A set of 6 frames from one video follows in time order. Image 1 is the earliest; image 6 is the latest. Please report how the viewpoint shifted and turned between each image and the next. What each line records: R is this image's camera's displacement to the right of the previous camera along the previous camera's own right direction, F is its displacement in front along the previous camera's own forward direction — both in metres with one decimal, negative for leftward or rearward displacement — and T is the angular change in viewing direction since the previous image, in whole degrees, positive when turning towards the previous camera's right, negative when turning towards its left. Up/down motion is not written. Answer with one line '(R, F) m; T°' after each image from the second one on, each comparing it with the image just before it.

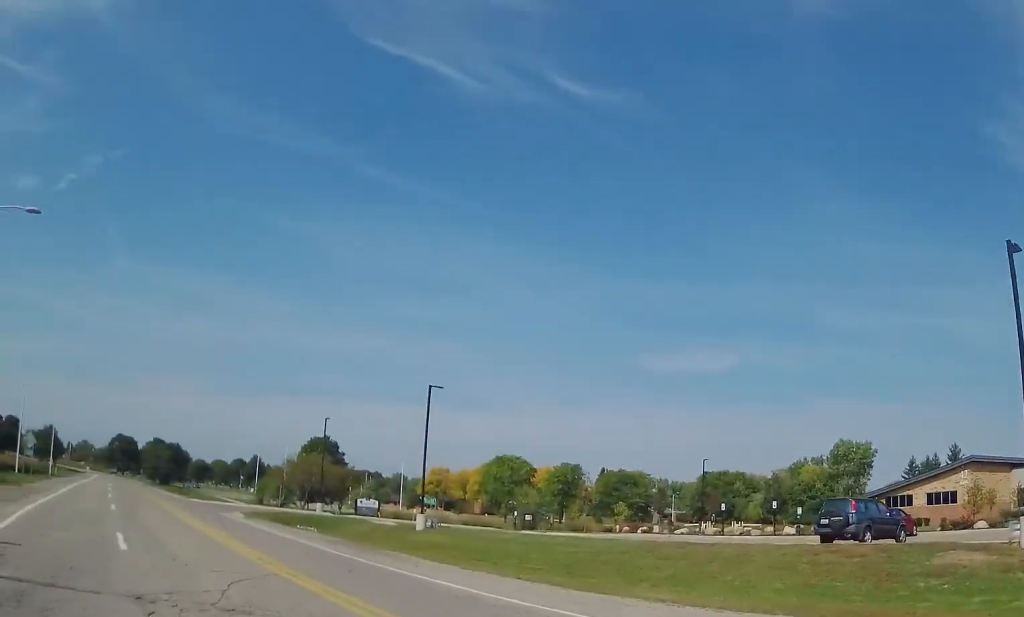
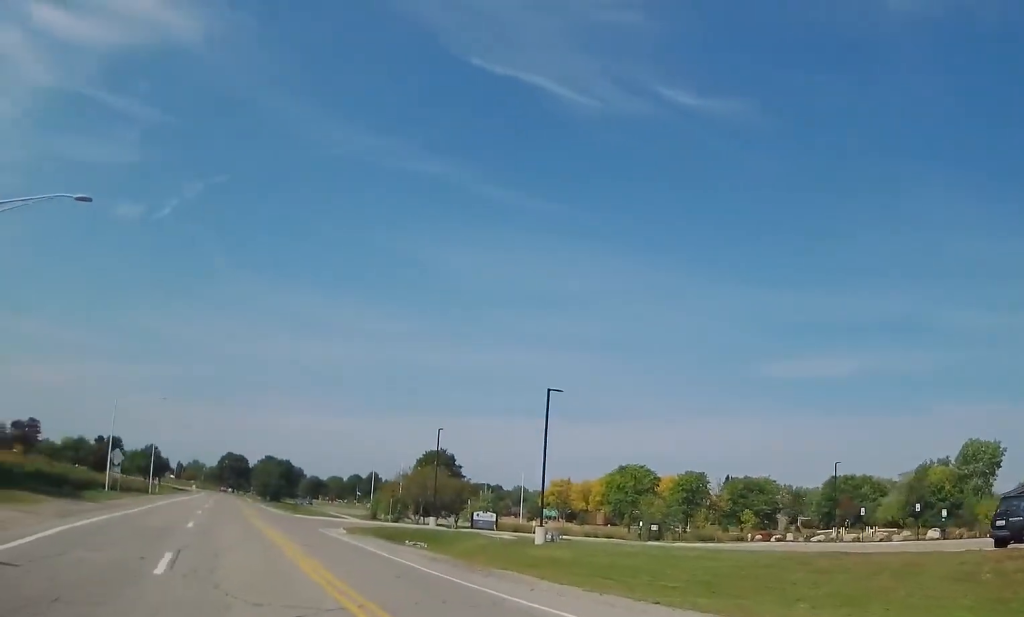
(-0.4, +3.3) m; -6°
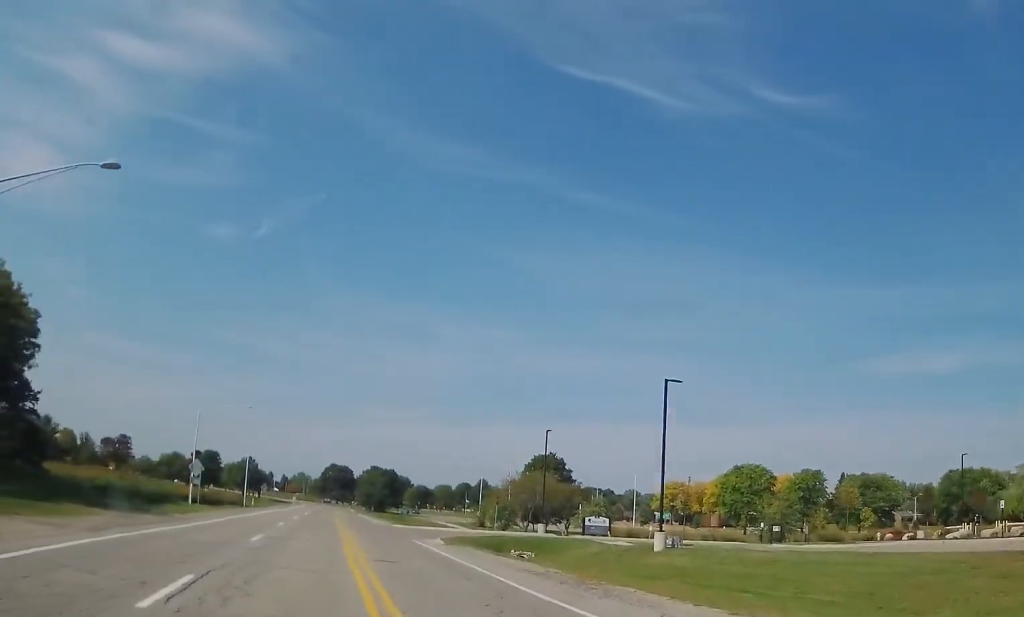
(-0.1, +3.7) m; -7°
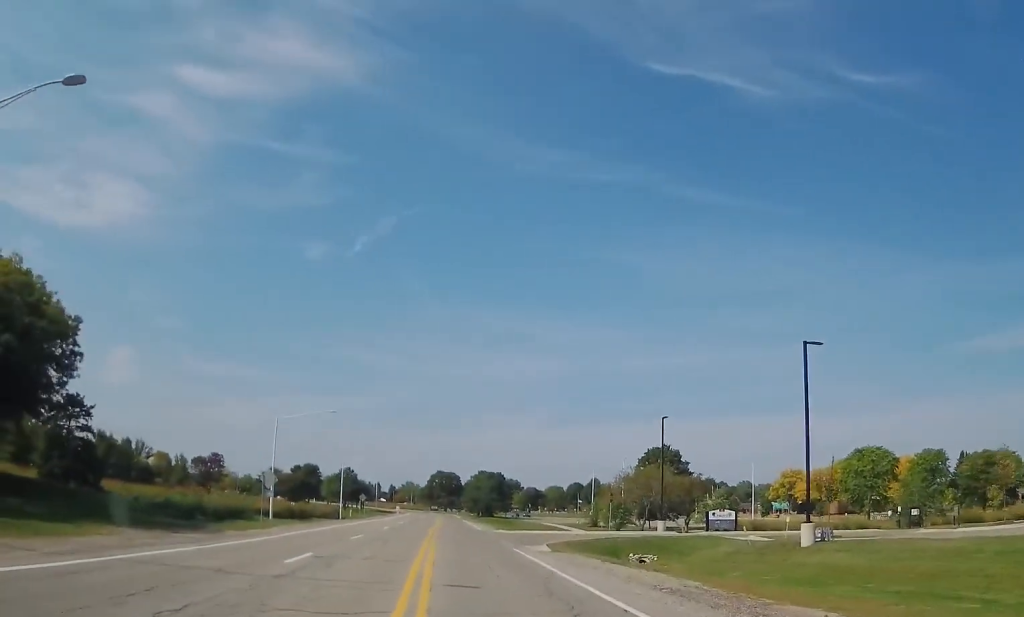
(-0.4, +6.0) m; -11°
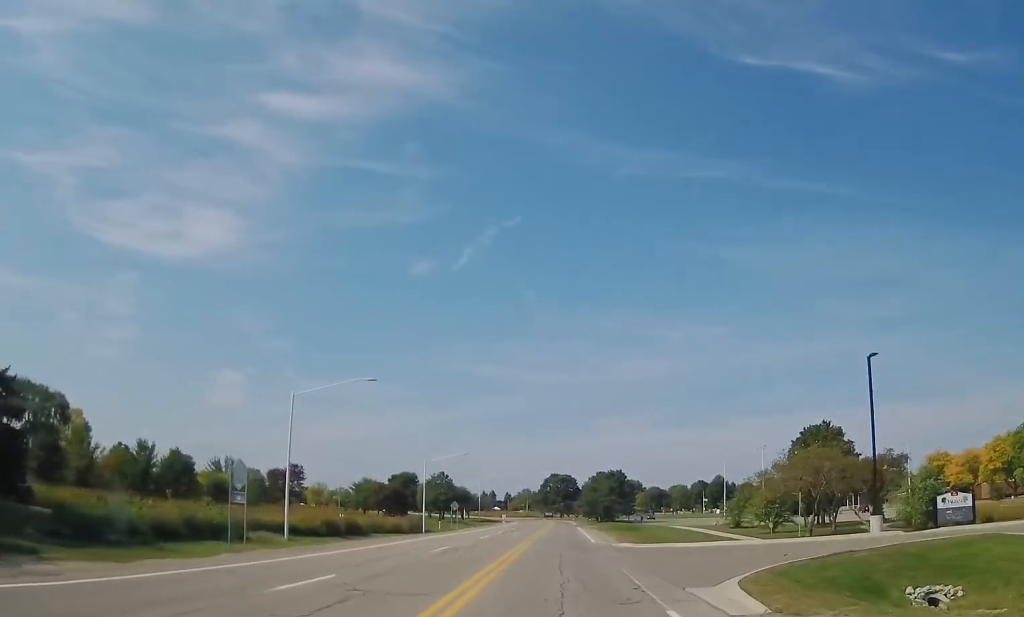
(-3.2, +20.0) m; -12°
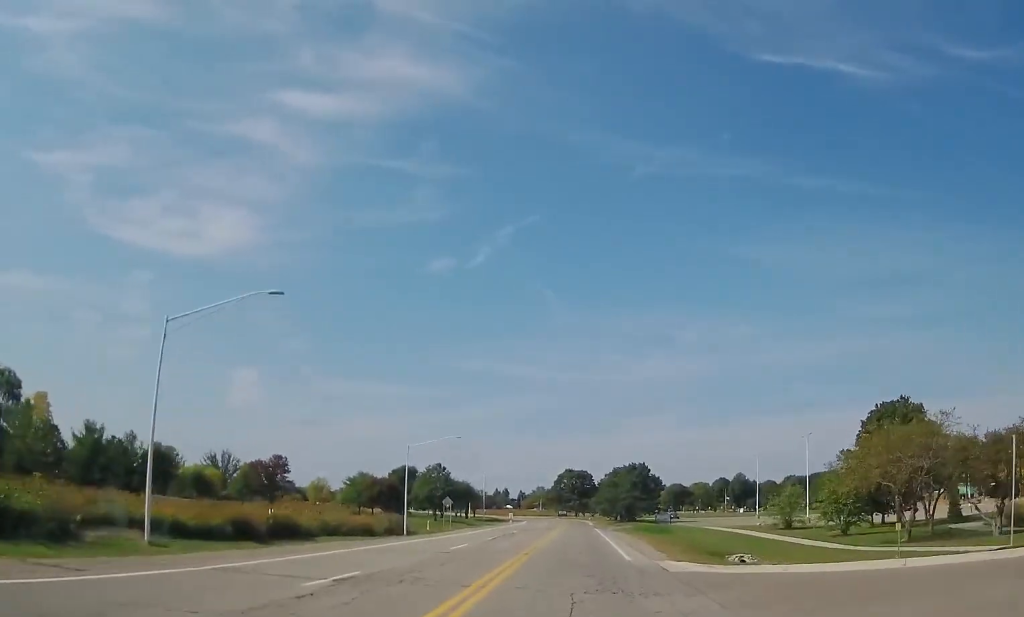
(-0.7, +17.0) m; -3°
